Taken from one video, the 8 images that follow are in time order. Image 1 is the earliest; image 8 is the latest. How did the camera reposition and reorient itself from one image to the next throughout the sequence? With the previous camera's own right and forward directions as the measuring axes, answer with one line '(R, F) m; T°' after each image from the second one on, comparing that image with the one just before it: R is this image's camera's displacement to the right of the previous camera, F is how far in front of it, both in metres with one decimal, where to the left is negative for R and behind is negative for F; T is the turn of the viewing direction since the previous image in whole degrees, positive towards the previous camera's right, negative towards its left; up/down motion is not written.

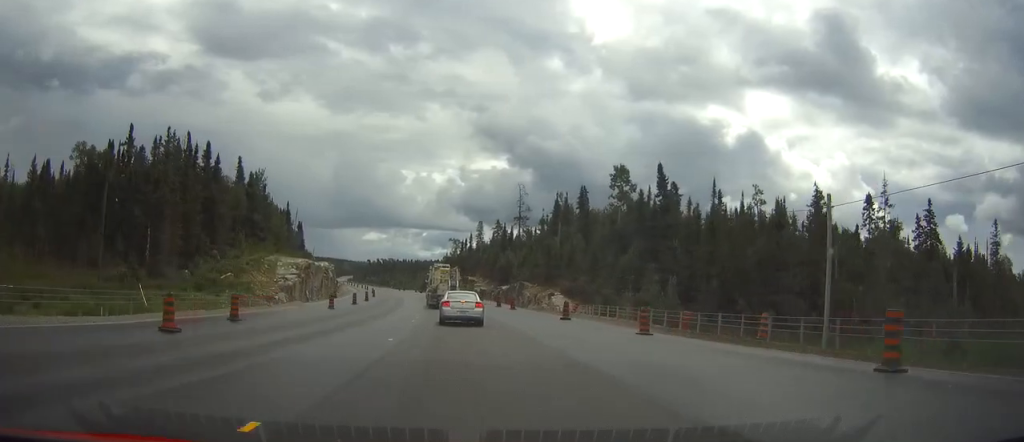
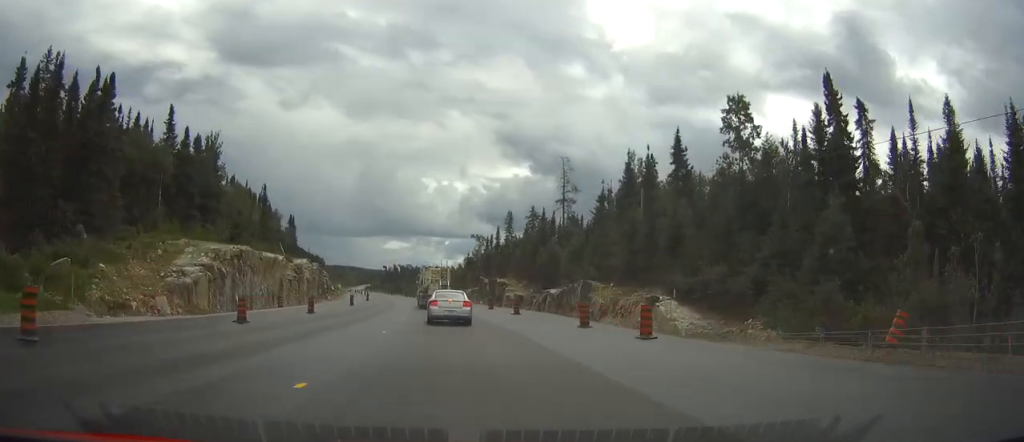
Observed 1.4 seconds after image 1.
(-0.8, +36.7) m; -2°
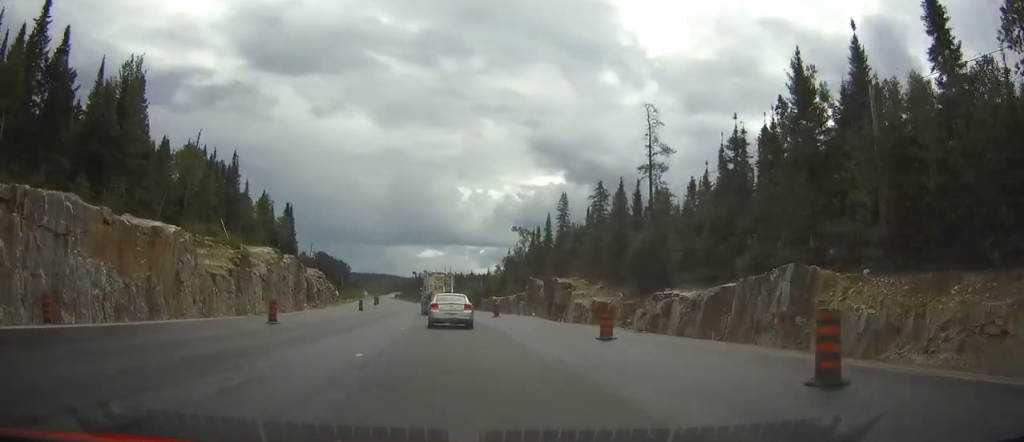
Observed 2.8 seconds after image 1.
(-0.6, +35.7) m; -2°
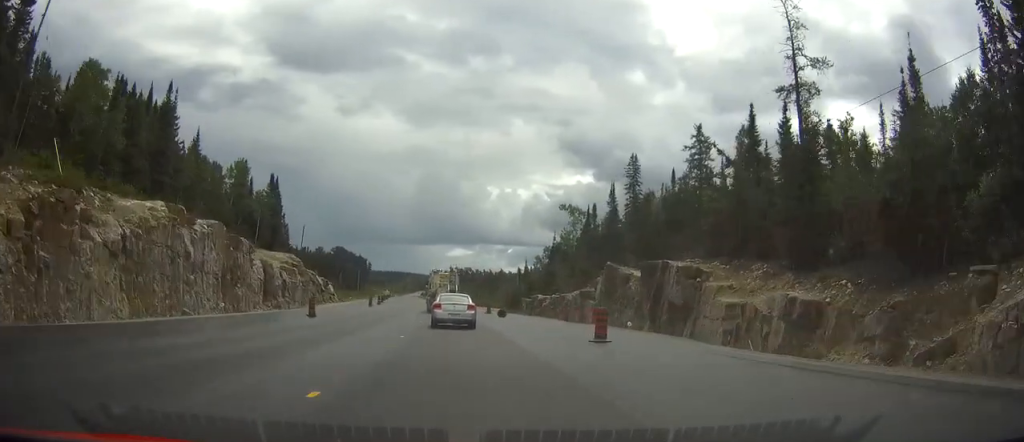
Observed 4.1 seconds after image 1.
(-0.7, +32.3) m; -2°
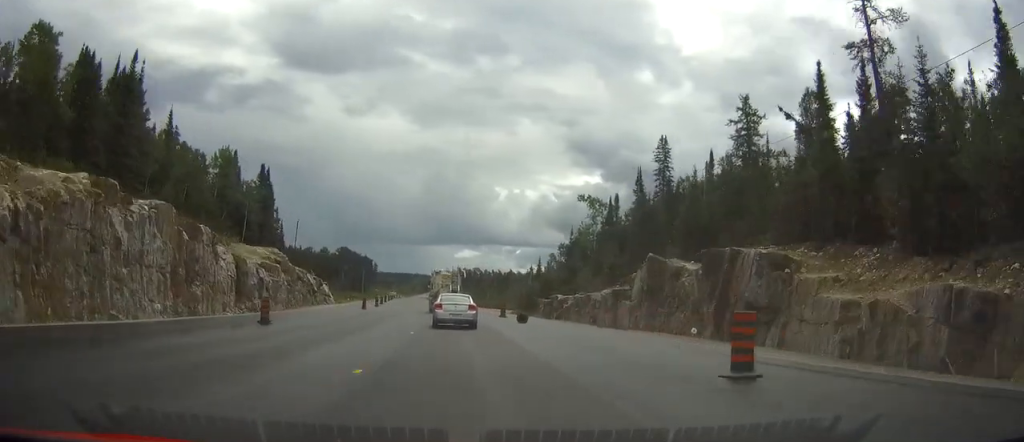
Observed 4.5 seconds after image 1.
(0.0, +10.2) m; -1°
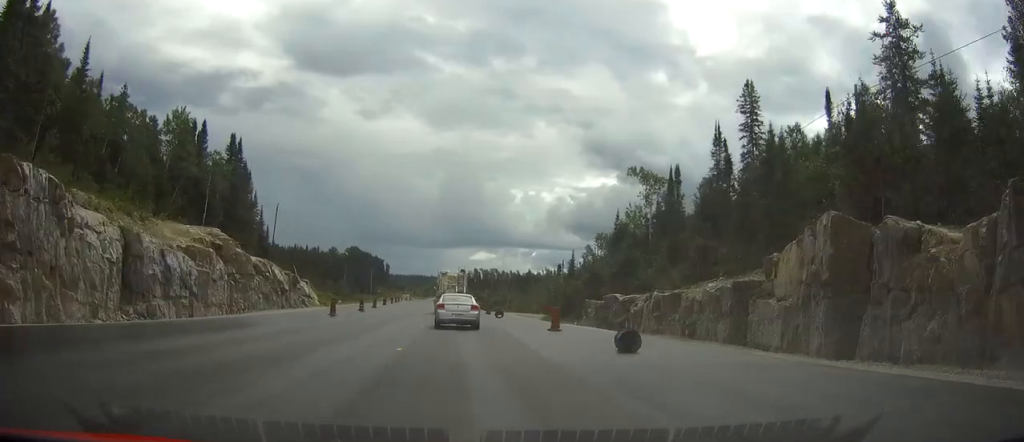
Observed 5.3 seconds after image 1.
(-0.2, +21.4) m; -1°
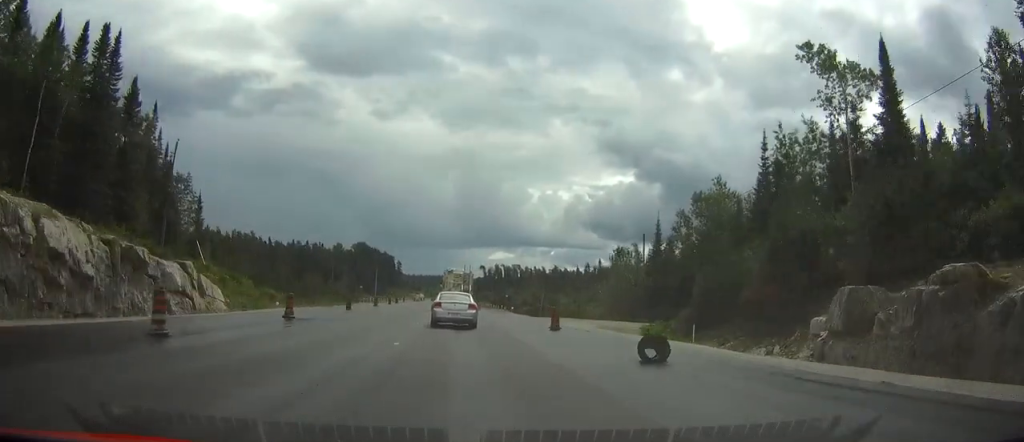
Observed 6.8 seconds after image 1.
(-0.7, +38.6) m; -1°
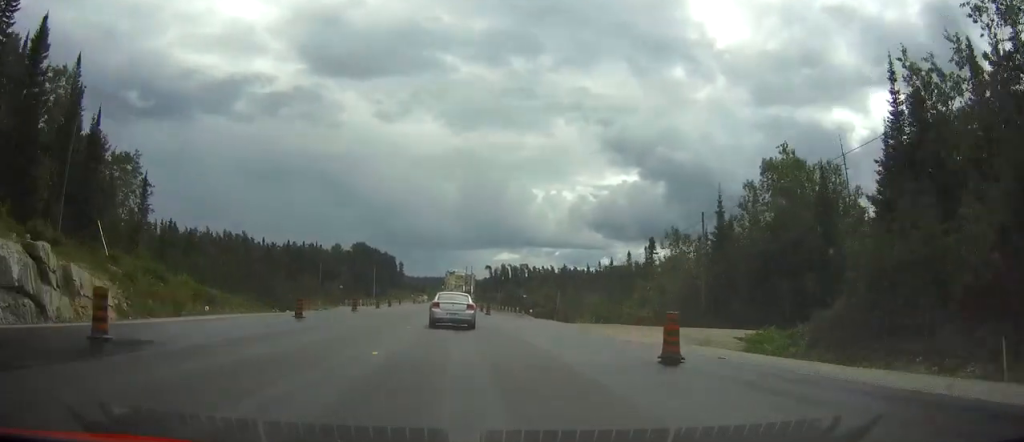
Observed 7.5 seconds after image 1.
(-0.1, +16.3) m; 0°
